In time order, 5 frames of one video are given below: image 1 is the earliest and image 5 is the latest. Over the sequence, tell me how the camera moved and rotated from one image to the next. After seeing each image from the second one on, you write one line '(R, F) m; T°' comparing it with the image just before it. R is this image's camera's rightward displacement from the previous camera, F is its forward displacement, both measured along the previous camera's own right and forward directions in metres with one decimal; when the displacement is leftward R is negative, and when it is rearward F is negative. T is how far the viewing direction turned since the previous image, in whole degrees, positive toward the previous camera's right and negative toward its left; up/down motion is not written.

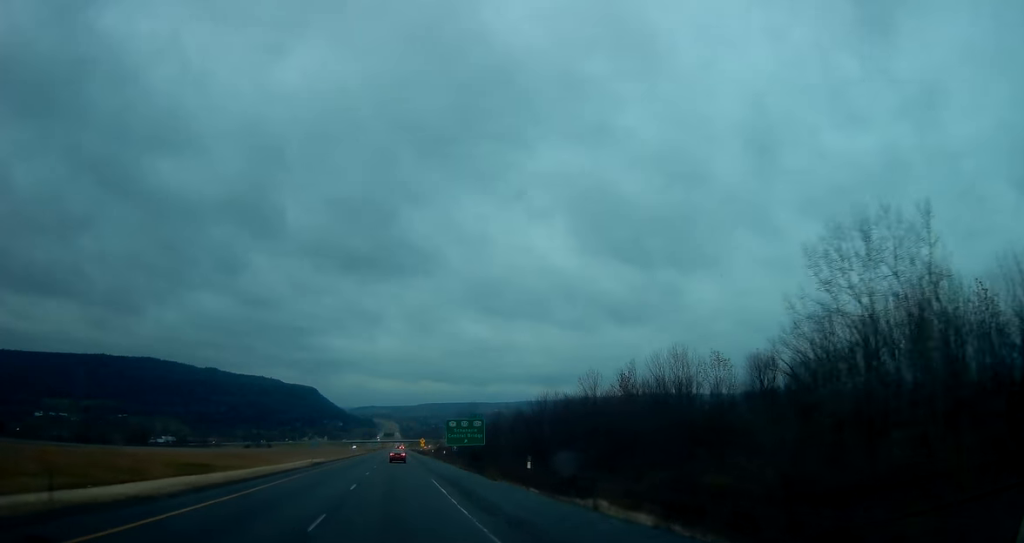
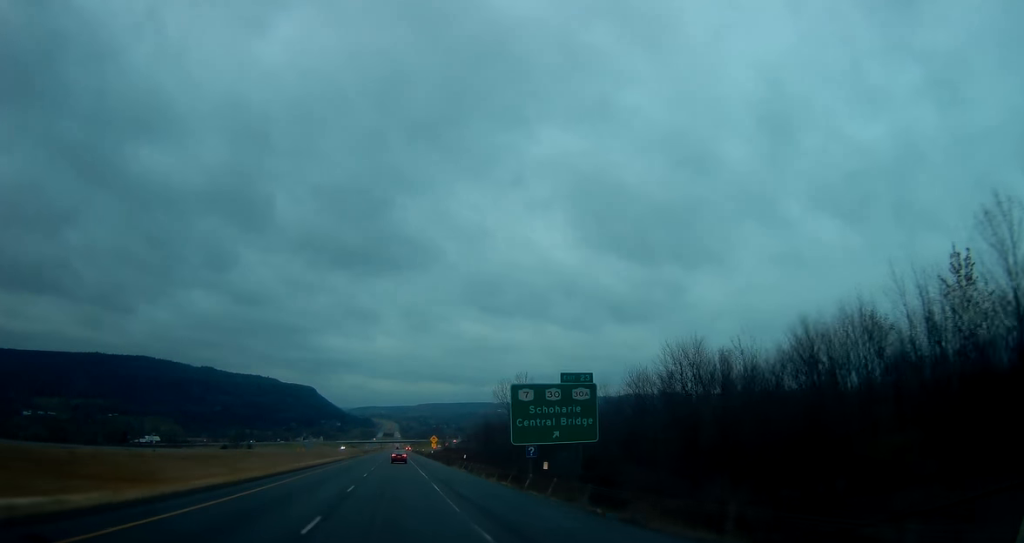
(-0.2, +61.4) m; 0°
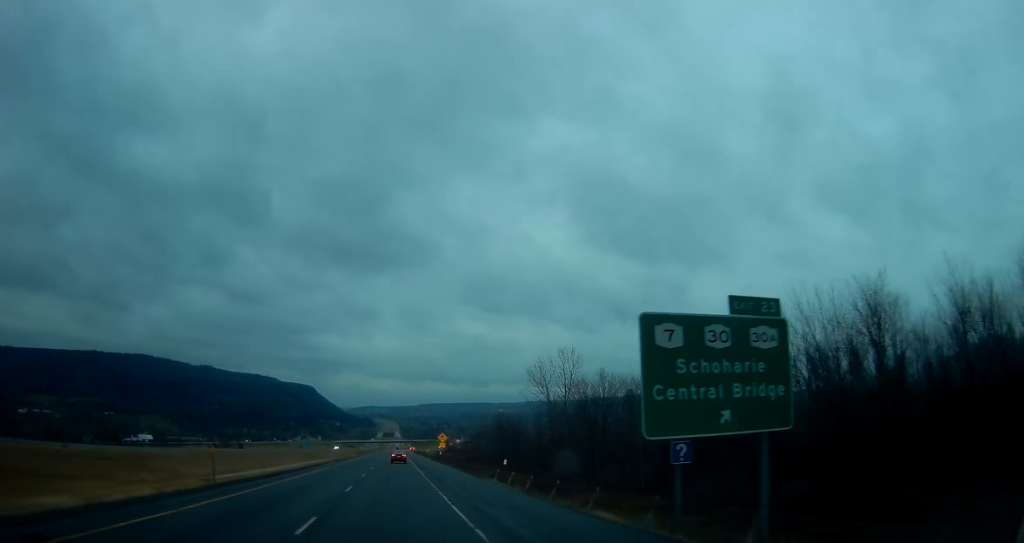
(+0.1, +24.7) m; -1°
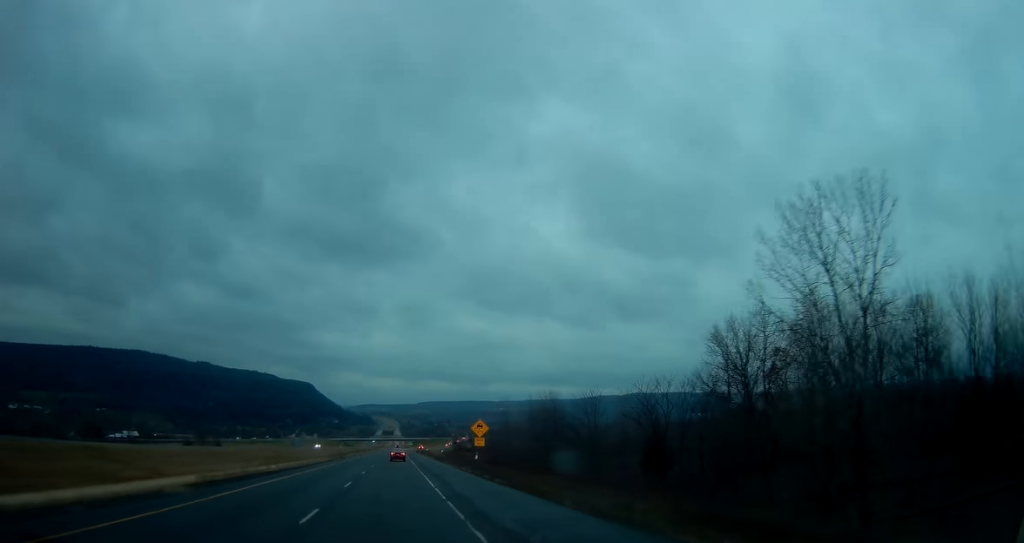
(-0.1, +47.5) m; +1°
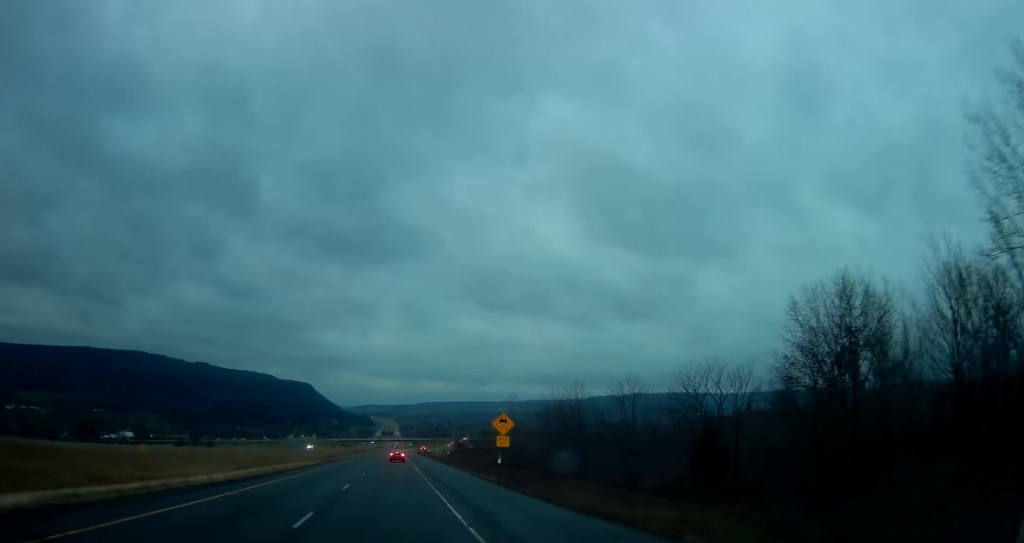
(+0.1, +12.9) m; 0°
